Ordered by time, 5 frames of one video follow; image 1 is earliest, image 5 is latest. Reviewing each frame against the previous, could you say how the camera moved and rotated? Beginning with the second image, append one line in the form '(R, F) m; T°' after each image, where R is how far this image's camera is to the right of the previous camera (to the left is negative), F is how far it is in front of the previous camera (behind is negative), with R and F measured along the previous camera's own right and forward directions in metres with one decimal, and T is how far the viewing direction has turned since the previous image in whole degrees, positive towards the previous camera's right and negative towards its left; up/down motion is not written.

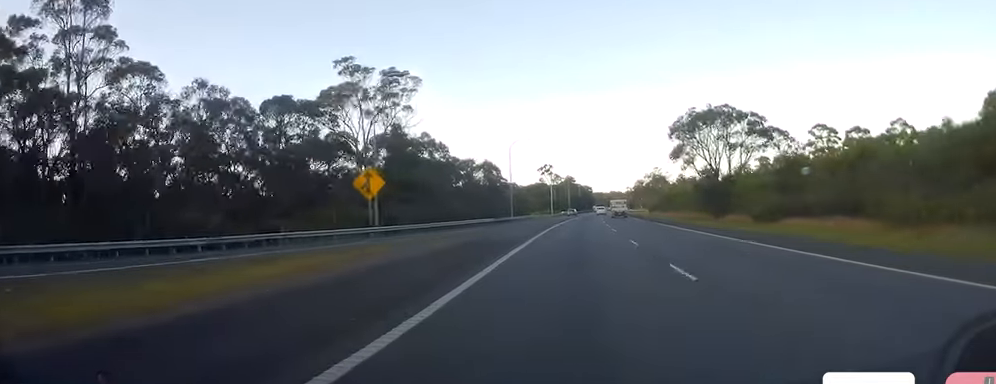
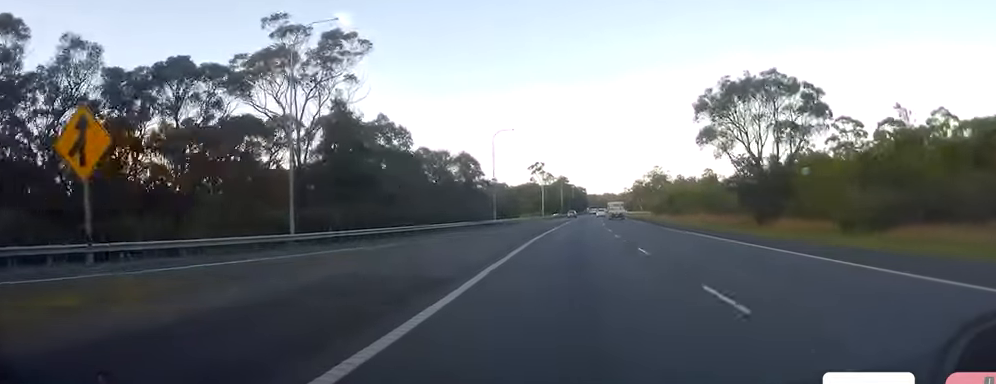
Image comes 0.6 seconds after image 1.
(-0.1, +16.2) m; 0°
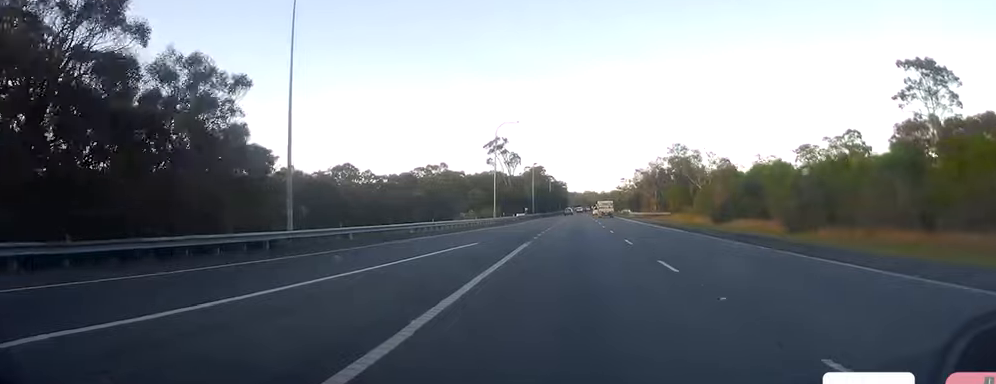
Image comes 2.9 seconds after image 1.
(-0.6, +65.7) m; +1°
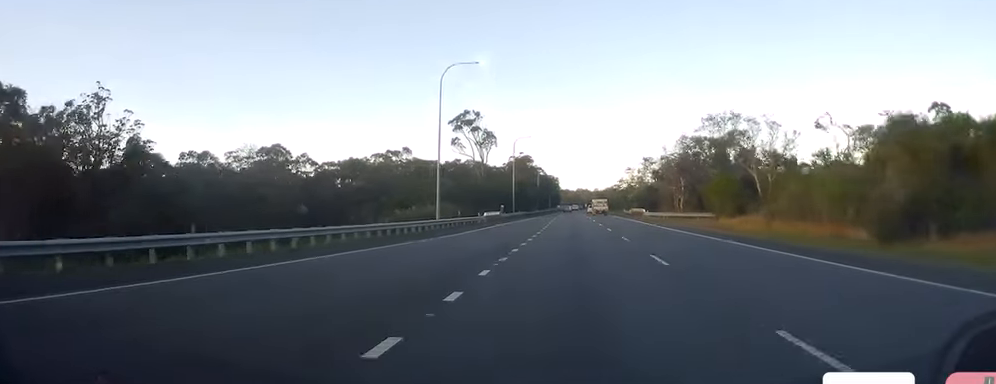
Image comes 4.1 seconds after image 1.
(+1.2, +34.4) m; +2°
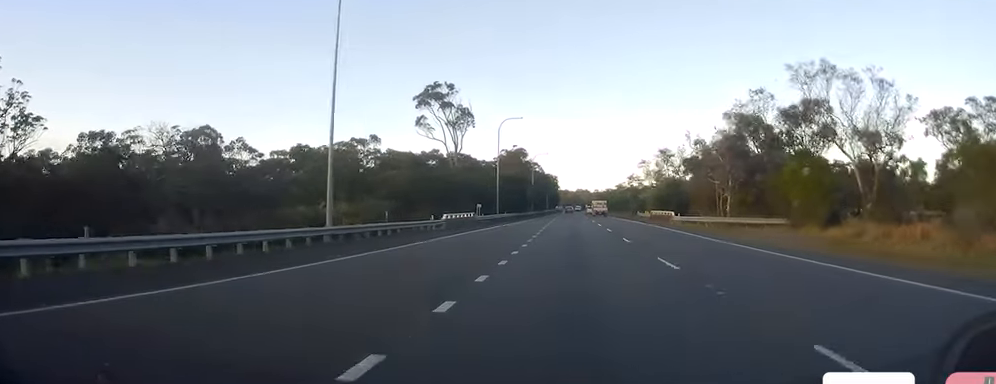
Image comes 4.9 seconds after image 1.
(-0.2, +24.9) m; 0°
